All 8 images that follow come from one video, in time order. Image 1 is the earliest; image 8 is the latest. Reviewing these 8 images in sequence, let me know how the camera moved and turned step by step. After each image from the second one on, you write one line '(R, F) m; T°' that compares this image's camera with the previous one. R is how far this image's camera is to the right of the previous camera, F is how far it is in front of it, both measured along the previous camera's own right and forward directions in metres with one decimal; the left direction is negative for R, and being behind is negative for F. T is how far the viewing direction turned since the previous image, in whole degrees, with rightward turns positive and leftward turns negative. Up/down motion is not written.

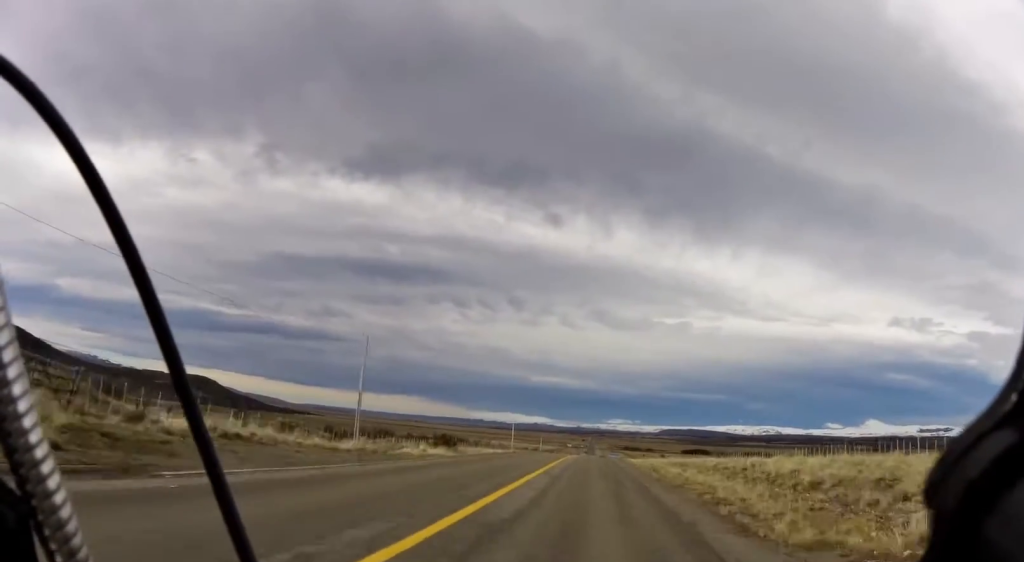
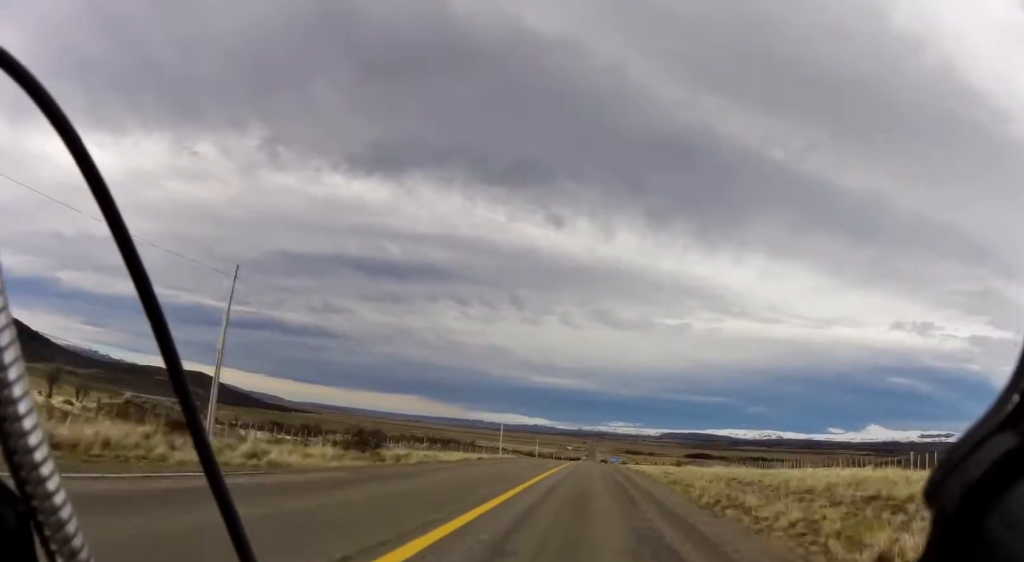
(-0.3, +18.4) m; 0°
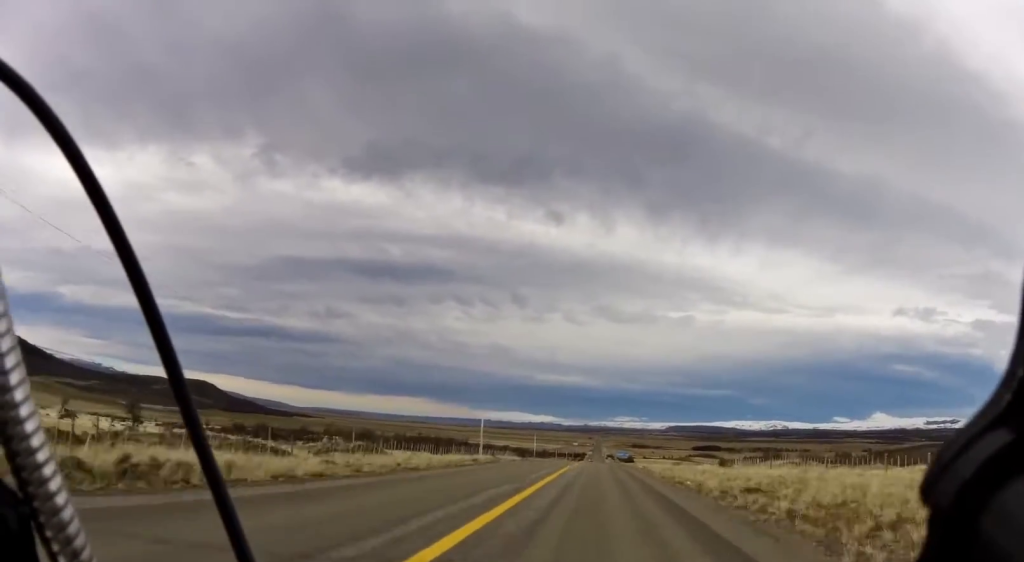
(+0.1, +25.3) m; 0°
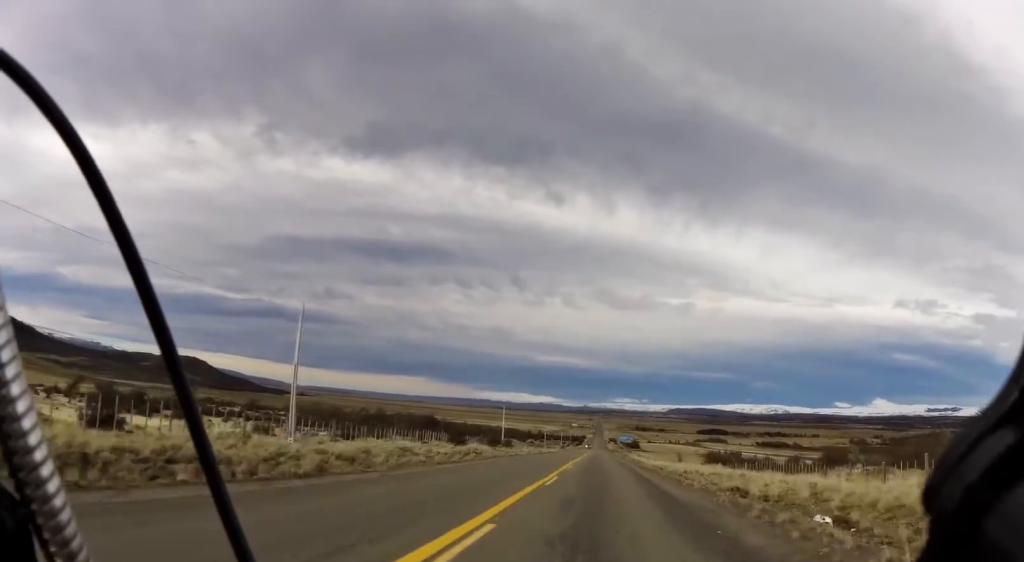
(-0.2, +56.3) m; 0°
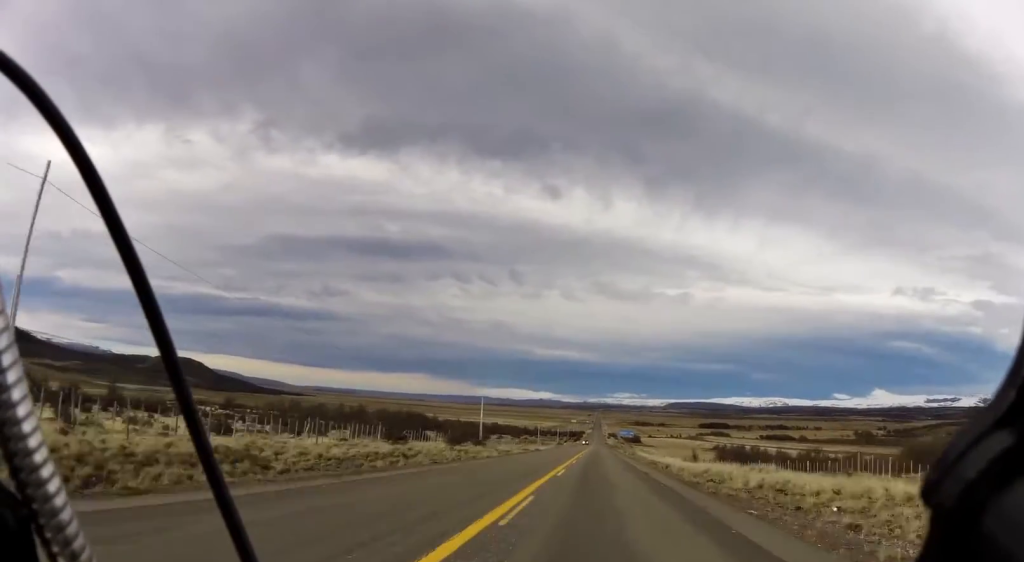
(+0.3, +19.5) m; 0°
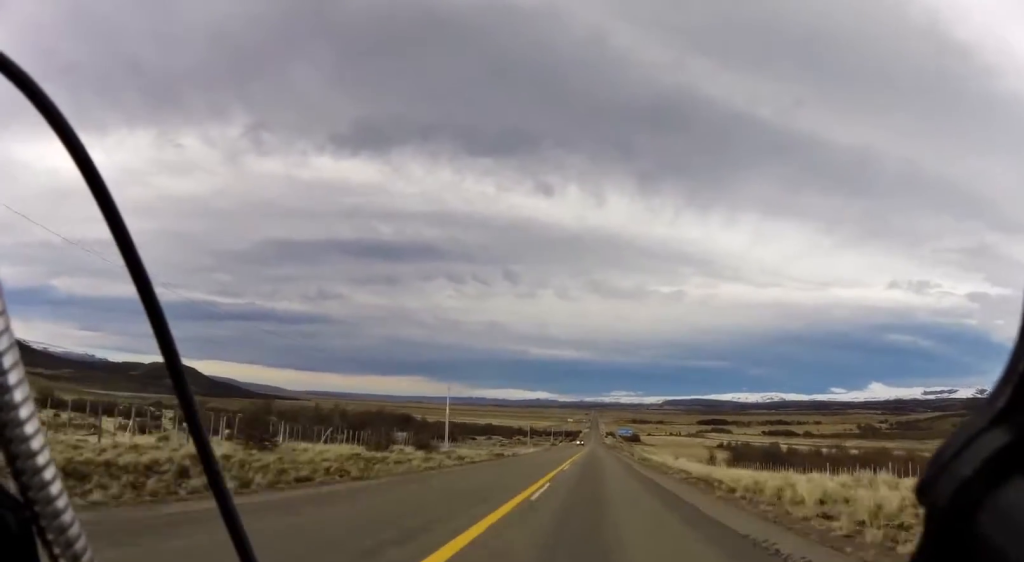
(0.0, +18.4) m; 0°
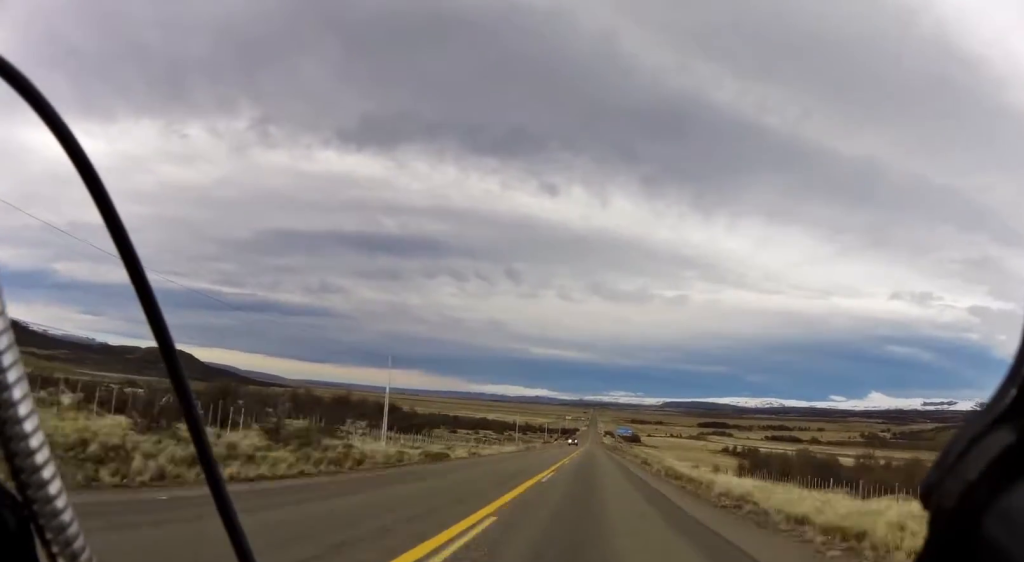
(-0.3, +19.5) m; 0°
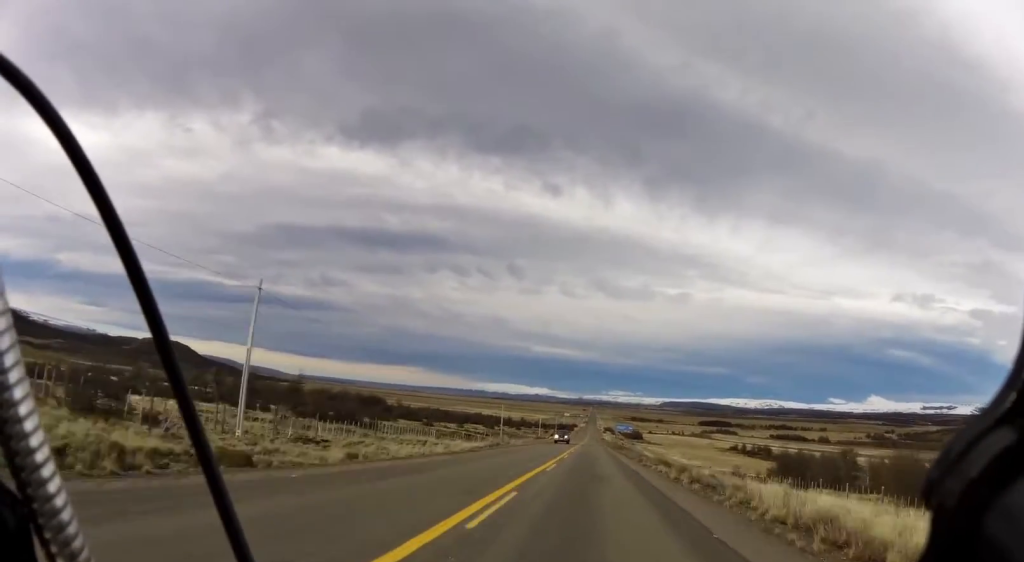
(+0.1, +20.6) m; 0°
